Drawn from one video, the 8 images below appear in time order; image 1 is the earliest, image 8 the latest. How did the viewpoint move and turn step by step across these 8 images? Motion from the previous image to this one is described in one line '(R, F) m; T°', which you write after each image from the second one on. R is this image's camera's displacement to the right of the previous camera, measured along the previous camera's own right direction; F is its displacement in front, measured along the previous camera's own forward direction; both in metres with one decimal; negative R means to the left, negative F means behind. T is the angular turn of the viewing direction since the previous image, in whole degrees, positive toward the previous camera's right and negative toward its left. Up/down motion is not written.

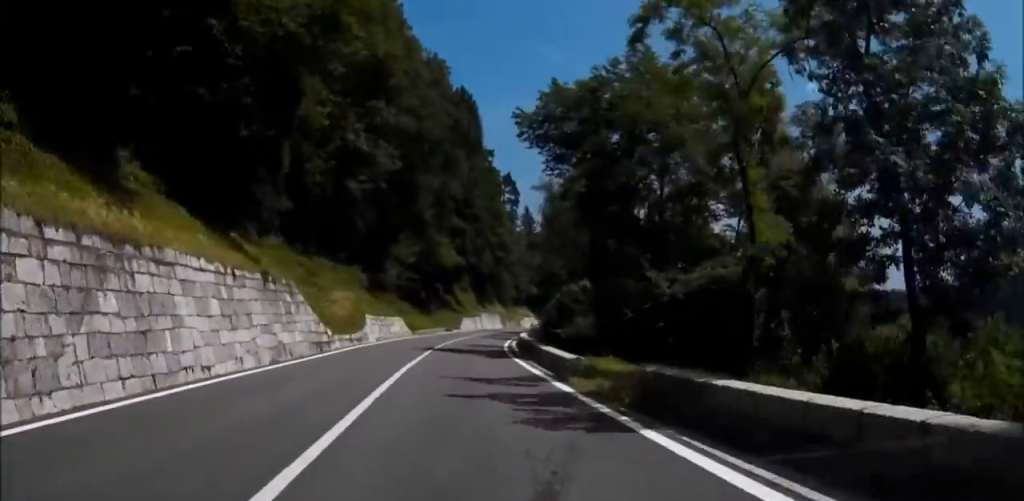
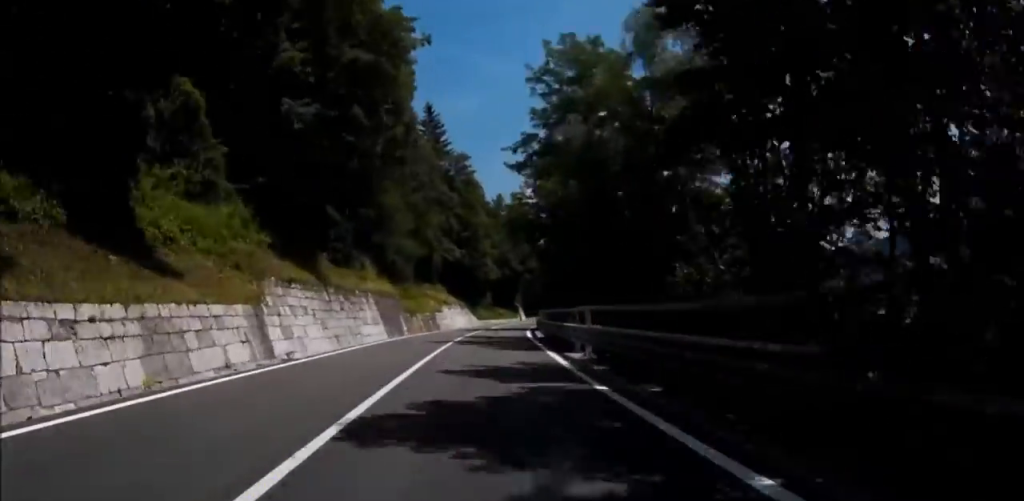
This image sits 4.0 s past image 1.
(-0.5, +83.9) m; +6°
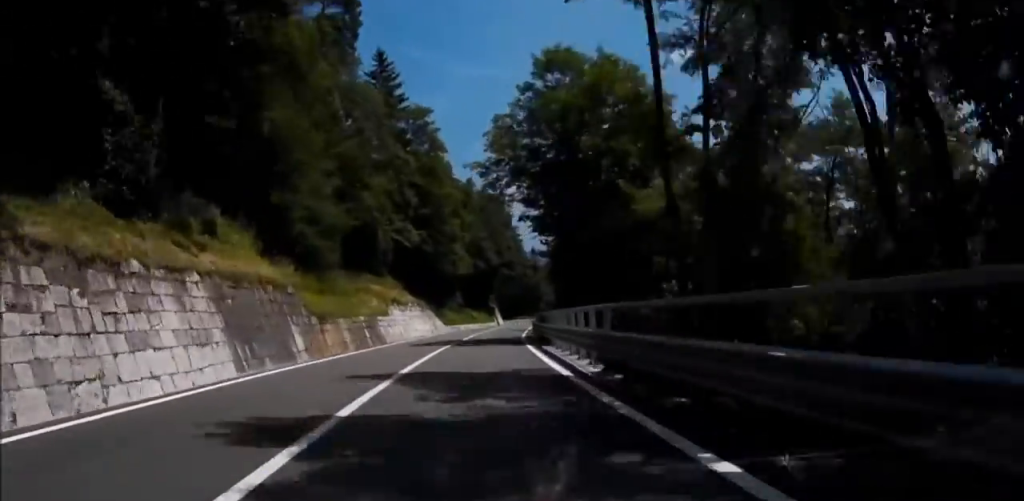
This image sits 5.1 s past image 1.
(+0.8, +23.1) m; +2°
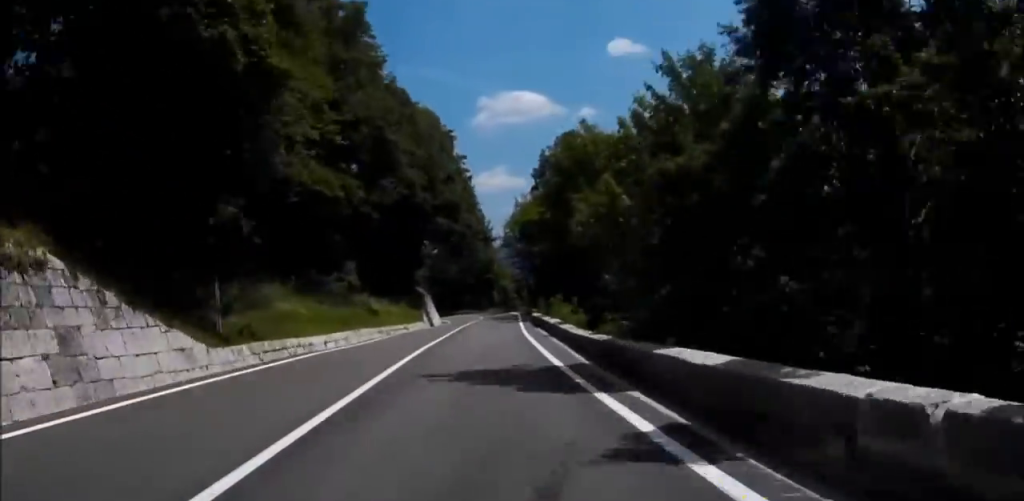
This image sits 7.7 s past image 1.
(+2.3, +57.1) m; +3°
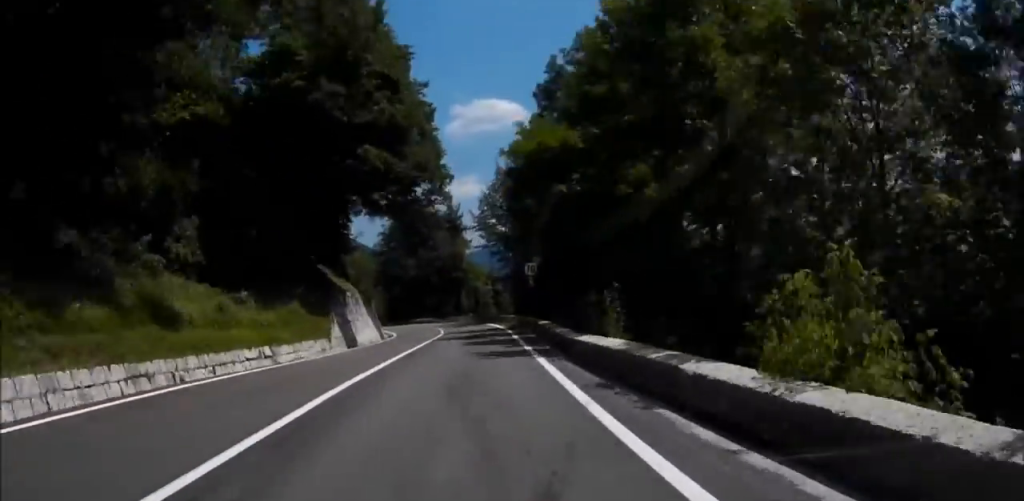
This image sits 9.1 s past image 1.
(+0.2, +29.2) m; +1°
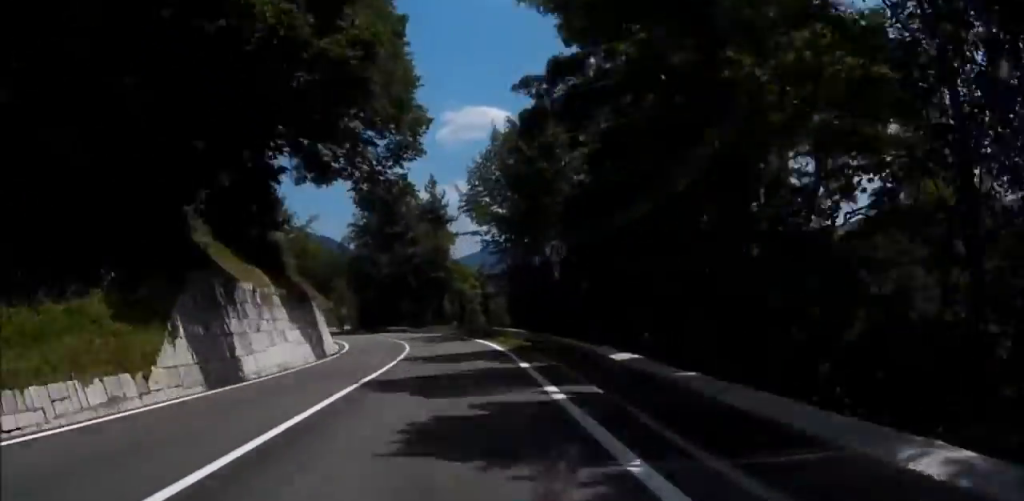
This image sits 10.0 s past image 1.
(-0.1, +17.9) m; 0°
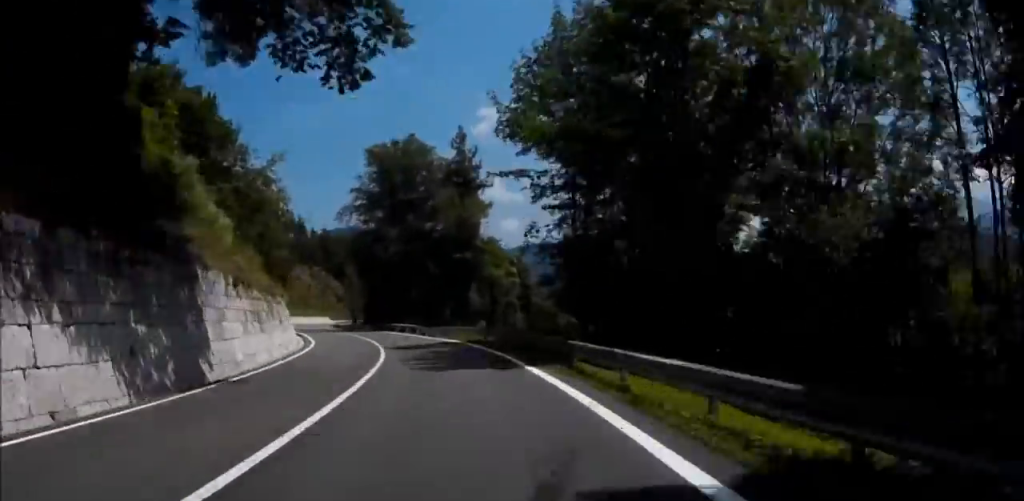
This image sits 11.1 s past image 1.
(+0.2, +21.4) m; -3°
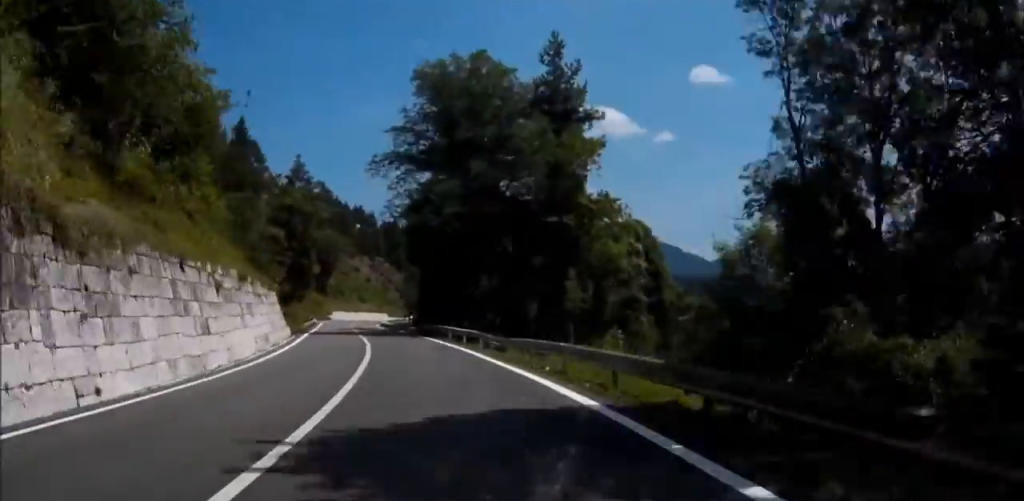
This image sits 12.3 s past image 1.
(+0.8, +23.8) m; -4°
